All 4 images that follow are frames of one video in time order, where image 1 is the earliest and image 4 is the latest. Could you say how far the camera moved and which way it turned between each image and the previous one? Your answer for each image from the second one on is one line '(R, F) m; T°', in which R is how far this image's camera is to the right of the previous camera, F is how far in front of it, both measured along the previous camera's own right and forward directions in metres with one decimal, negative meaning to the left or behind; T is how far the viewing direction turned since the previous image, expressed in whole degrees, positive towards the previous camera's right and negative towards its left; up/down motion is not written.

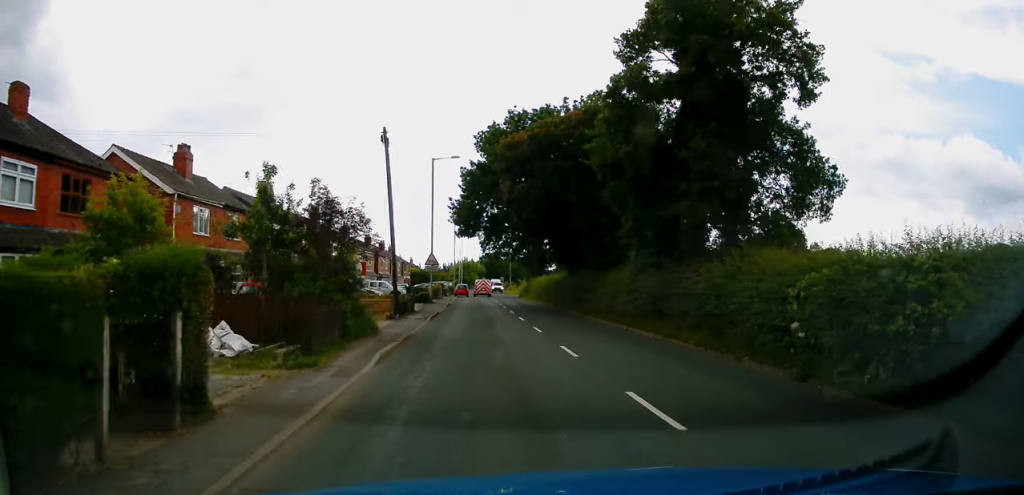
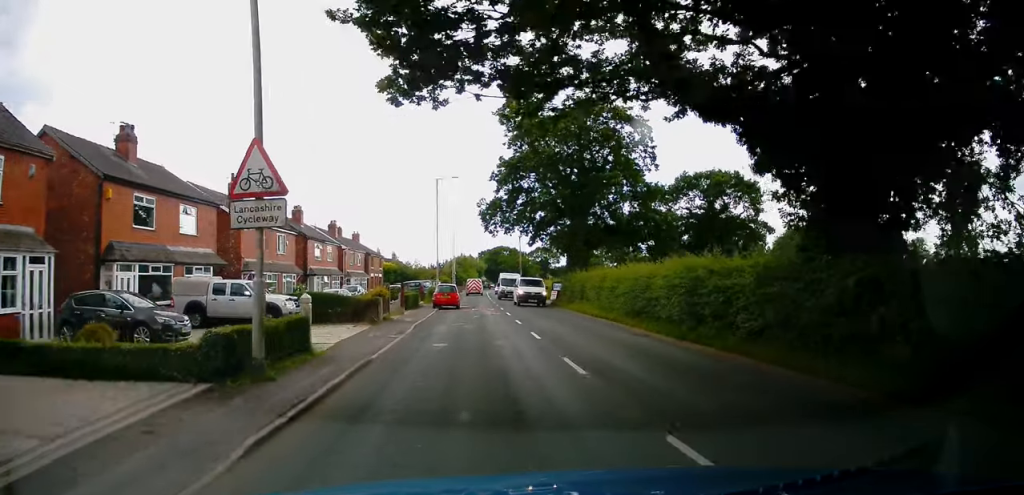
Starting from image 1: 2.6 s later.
(-1.1, +32.6) m; 0°
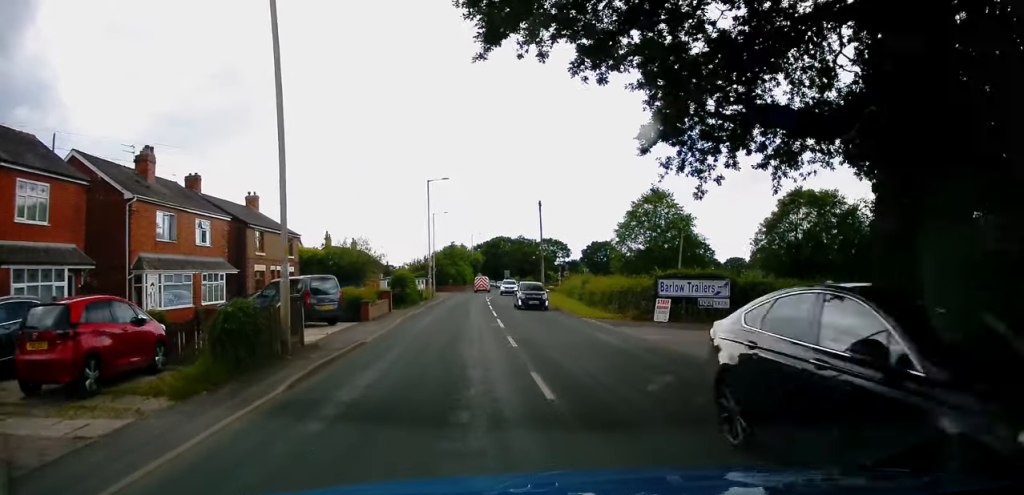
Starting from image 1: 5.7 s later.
(+0.5, +37.5) m; 0°
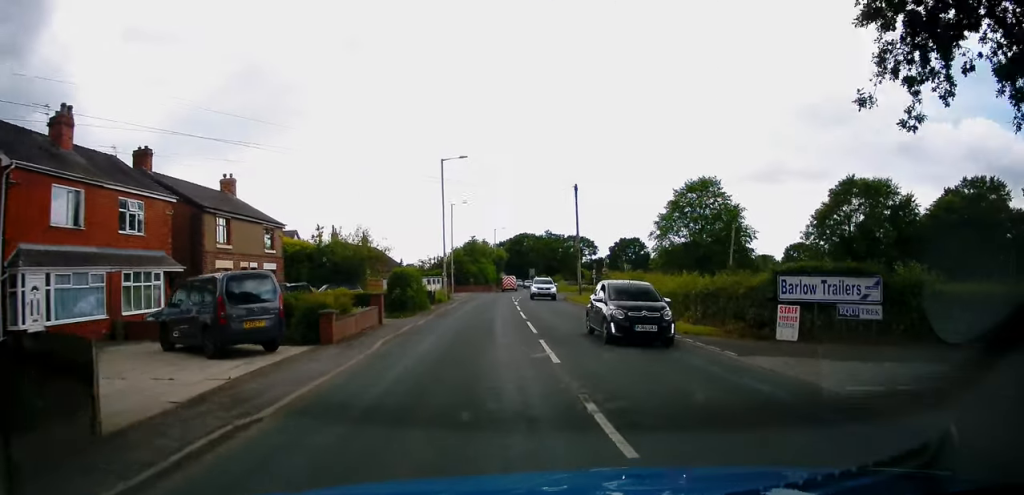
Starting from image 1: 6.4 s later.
(-0.3, +8.8) m; -2°
